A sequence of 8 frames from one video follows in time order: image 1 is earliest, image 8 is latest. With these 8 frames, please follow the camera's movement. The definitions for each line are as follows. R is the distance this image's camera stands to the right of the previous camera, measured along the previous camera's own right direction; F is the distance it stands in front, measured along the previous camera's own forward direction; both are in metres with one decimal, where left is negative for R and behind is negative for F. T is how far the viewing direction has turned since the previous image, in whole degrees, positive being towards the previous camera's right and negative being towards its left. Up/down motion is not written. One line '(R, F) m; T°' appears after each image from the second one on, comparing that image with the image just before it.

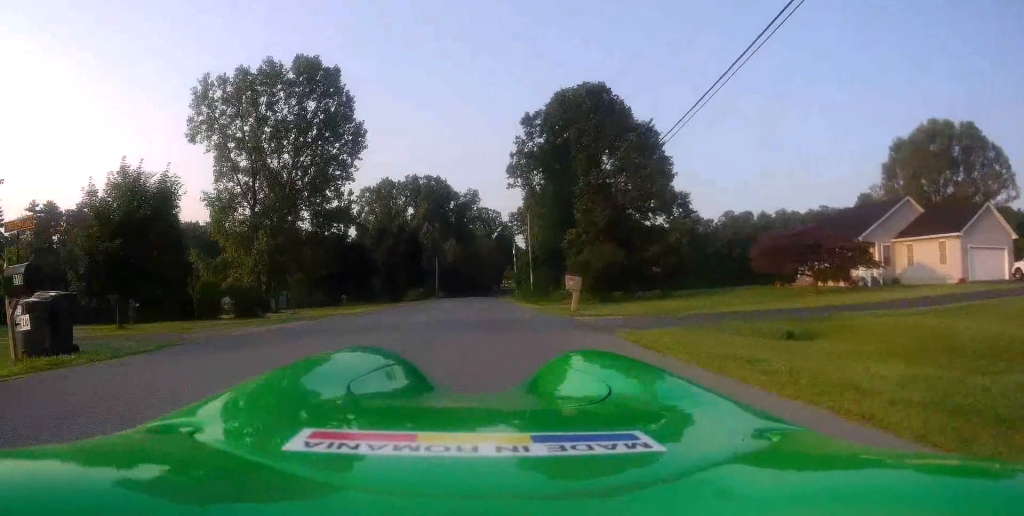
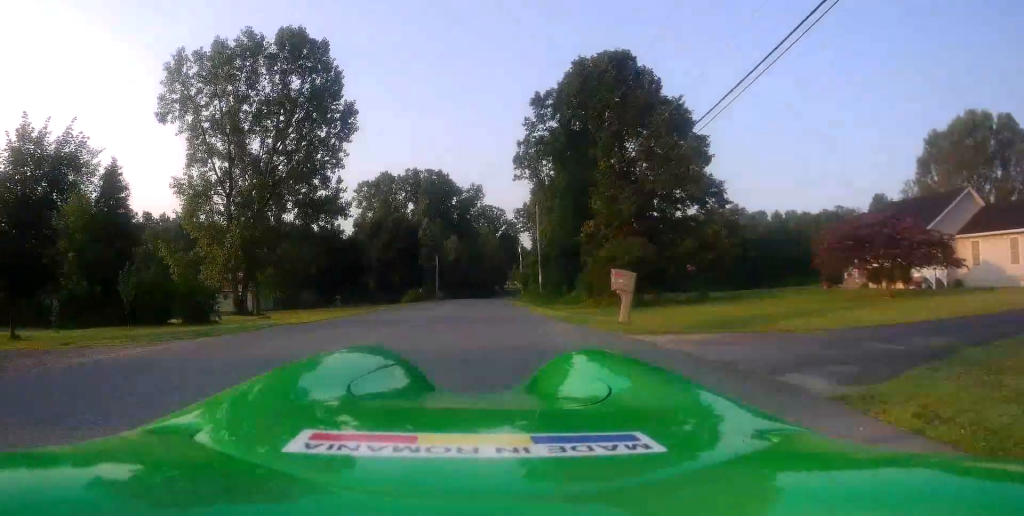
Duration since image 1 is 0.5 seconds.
(0.0, +6.7) m; 0°
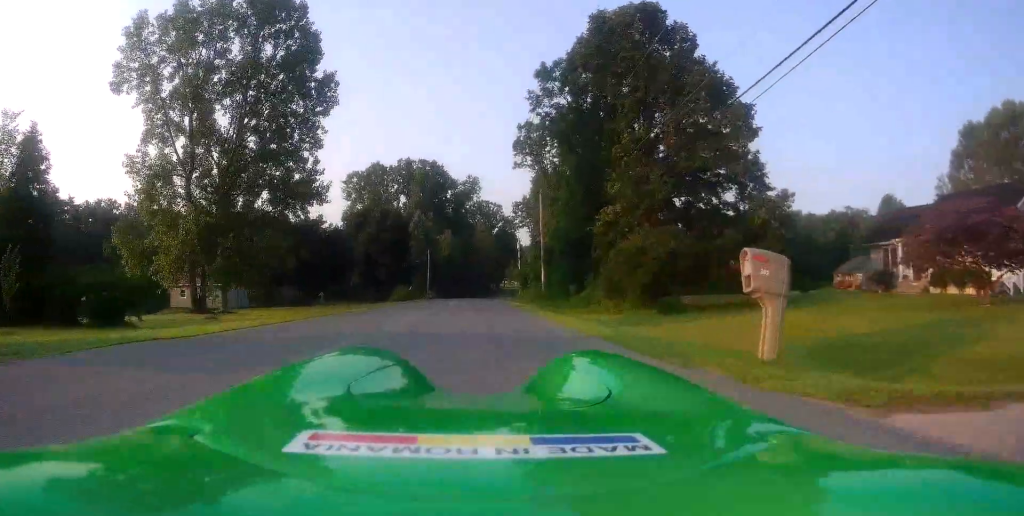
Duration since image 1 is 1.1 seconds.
(0.0, +6.8) m; 0°
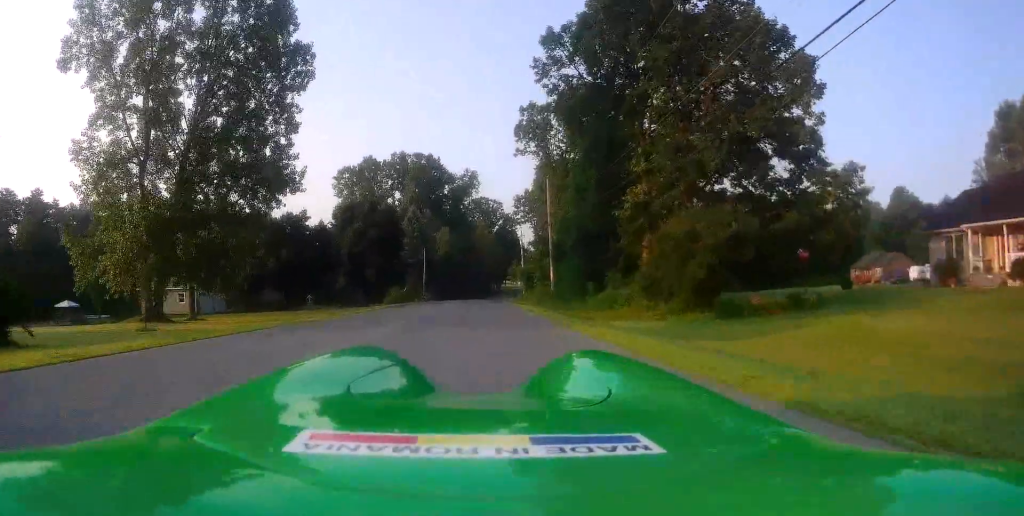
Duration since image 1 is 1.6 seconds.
(0.0, +6.8) m; 0°
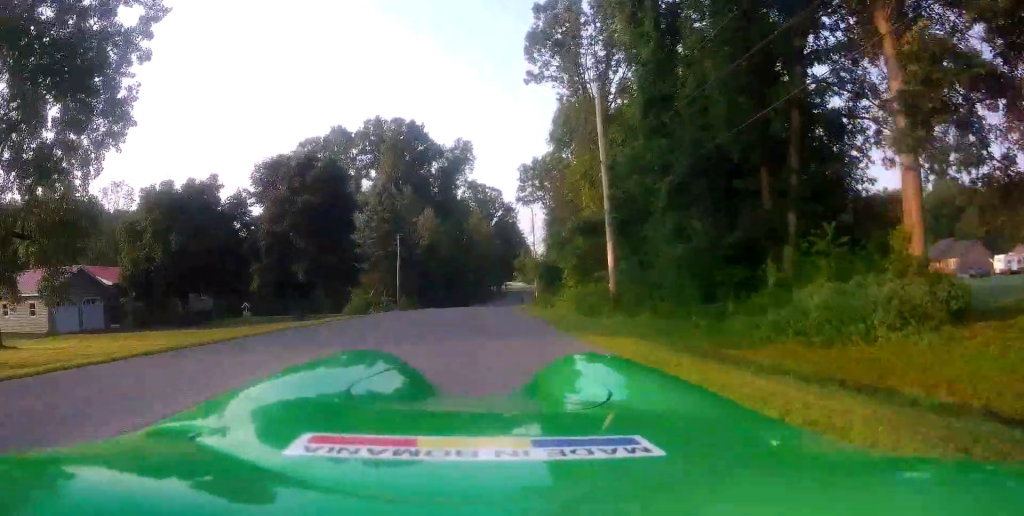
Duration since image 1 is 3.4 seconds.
(-0.1, +22.6) m; -2°
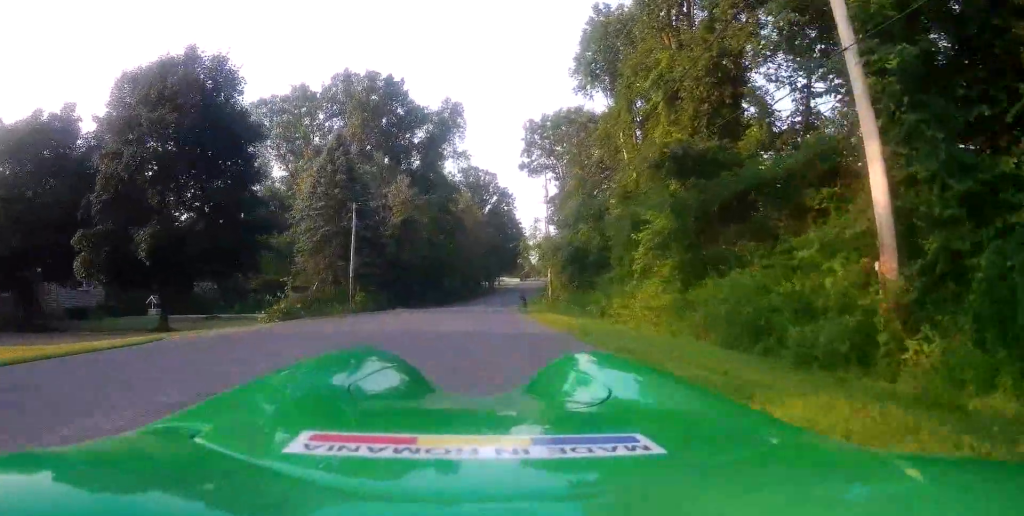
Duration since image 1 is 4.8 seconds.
(+0.3, +18.8) m; +3°
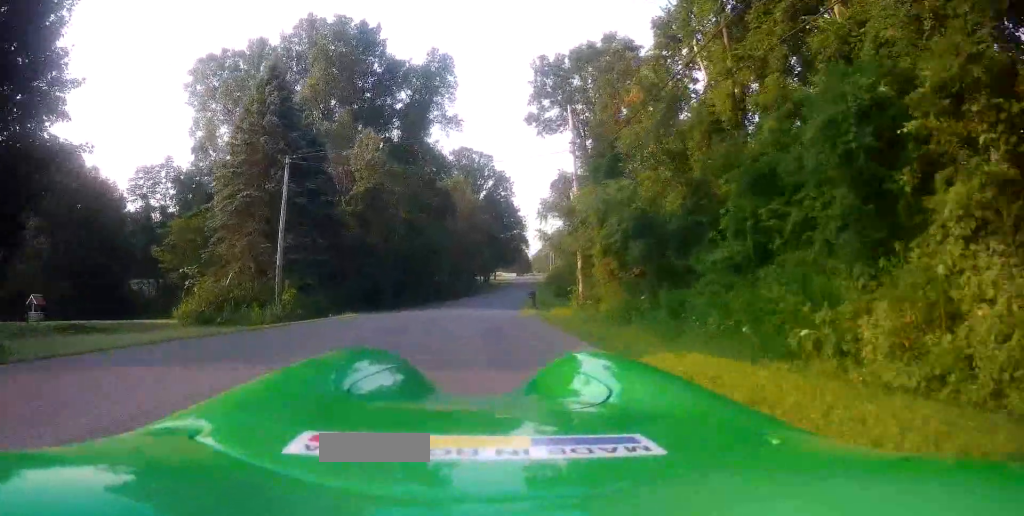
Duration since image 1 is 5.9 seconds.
(+0.3, +15.2) m; +1°
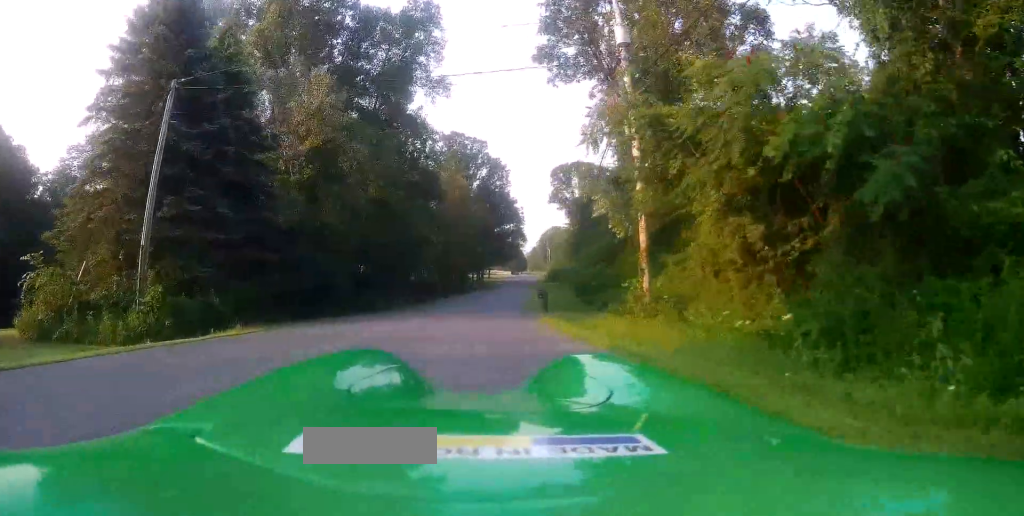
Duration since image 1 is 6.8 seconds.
(-0.1, +12.3) m; -2°
